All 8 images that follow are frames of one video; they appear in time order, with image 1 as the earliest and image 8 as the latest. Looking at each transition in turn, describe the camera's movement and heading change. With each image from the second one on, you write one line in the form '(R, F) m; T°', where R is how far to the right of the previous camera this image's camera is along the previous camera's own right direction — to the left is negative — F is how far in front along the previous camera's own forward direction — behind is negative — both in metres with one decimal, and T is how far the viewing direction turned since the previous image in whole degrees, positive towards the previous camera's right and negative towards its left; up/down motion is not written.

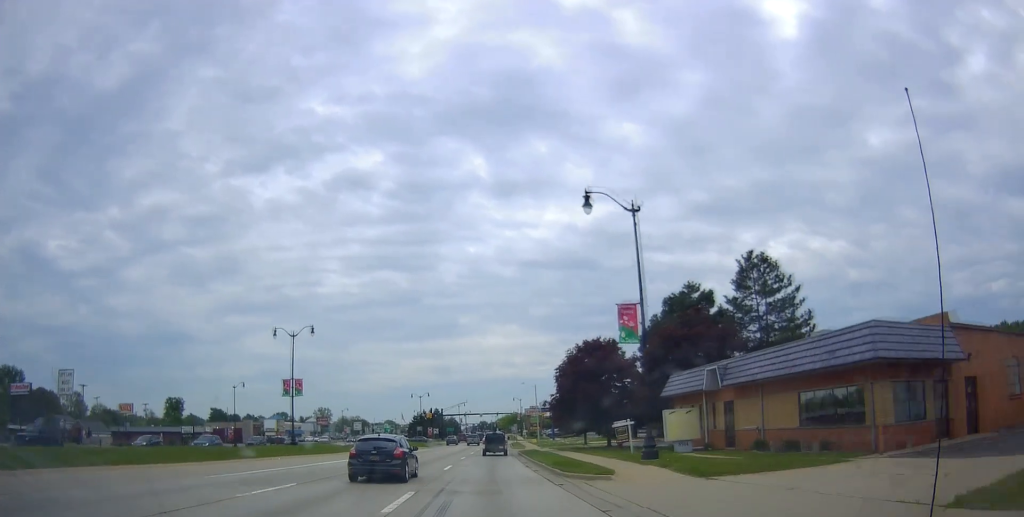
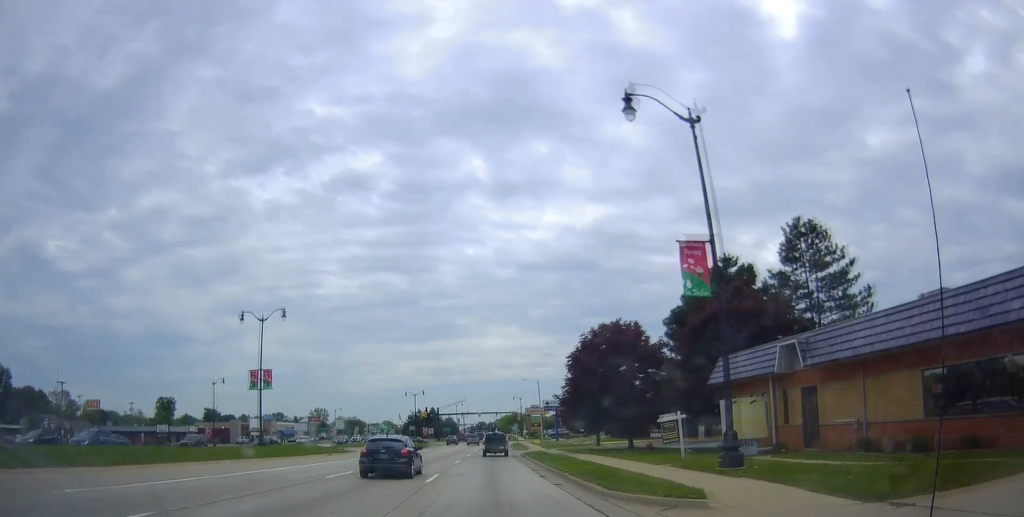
(+0.3, +7.6) m; +1°
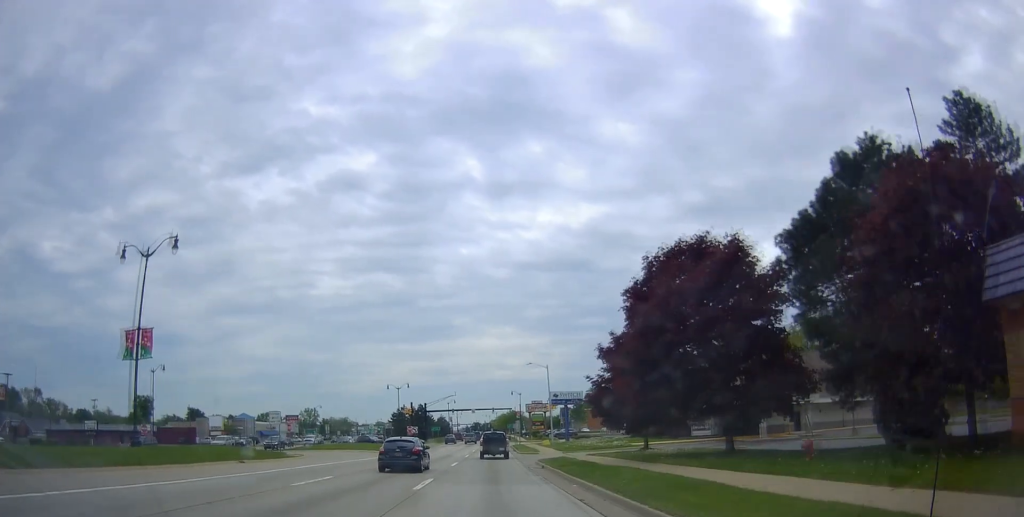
(+0.3, +16.8) m; 0°
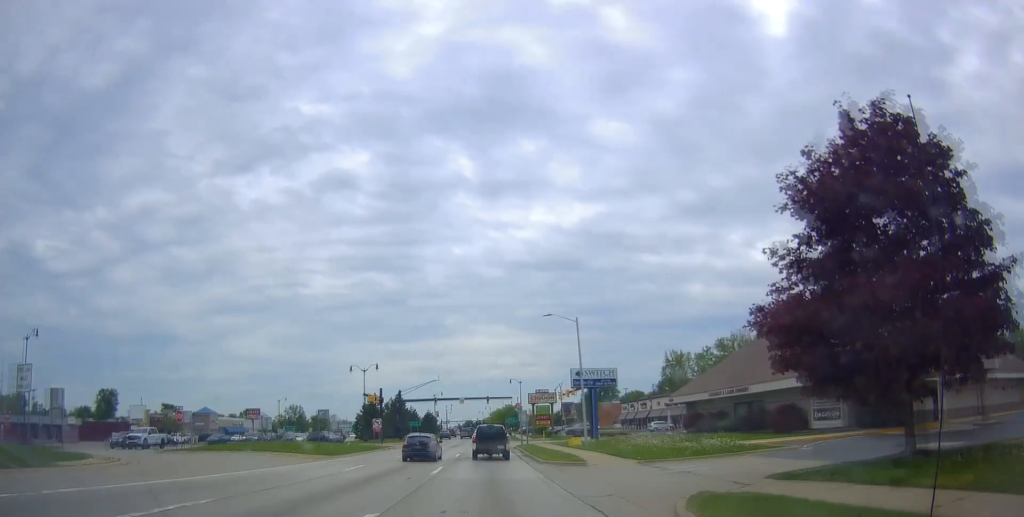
(-0.3, +25.3) m; -1°
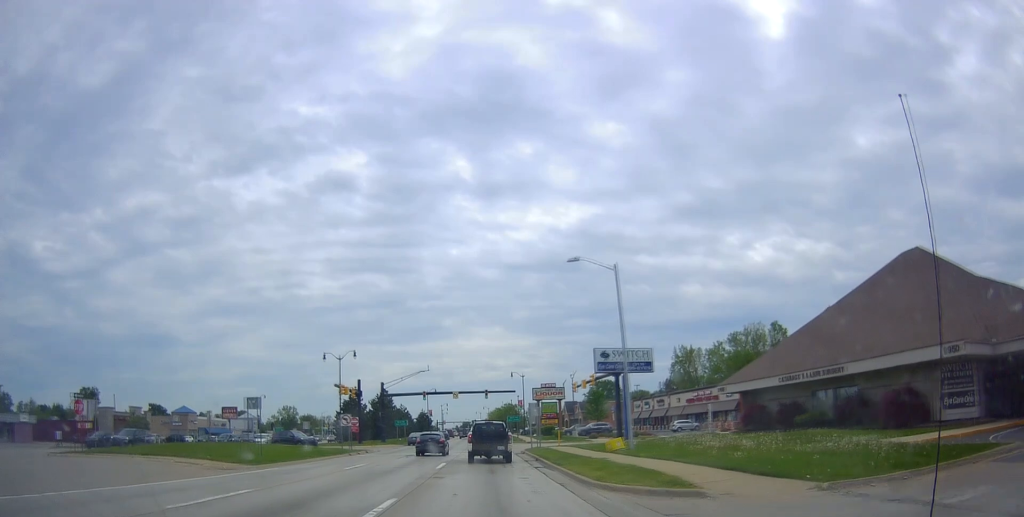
(-0.3, +13.3) m; -1°
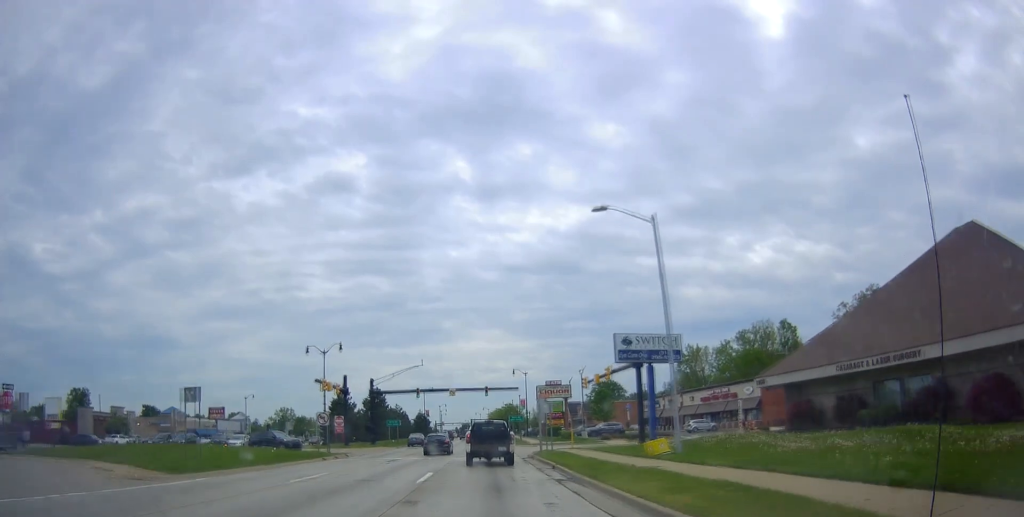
(0.0, +6.8) m; +1°
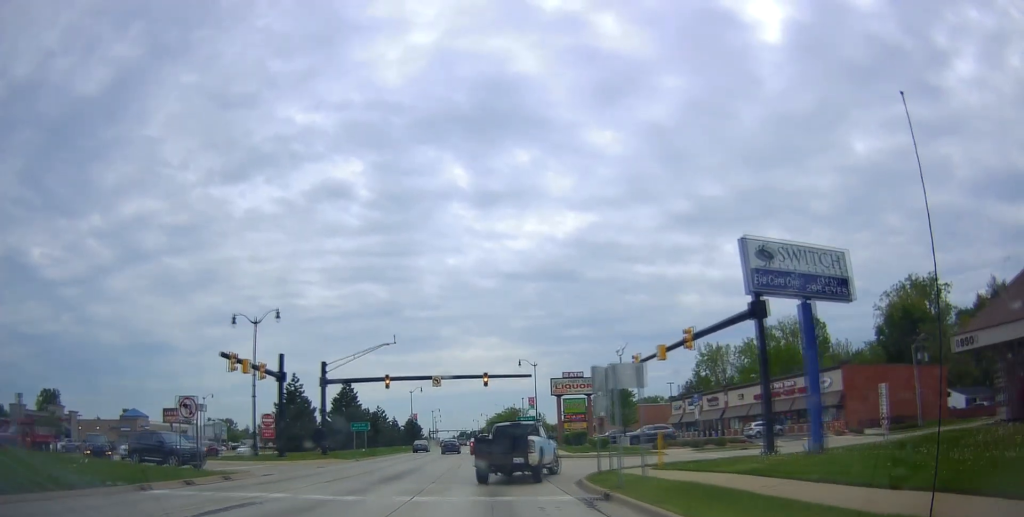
(+1.0, +19.5) m; +2°
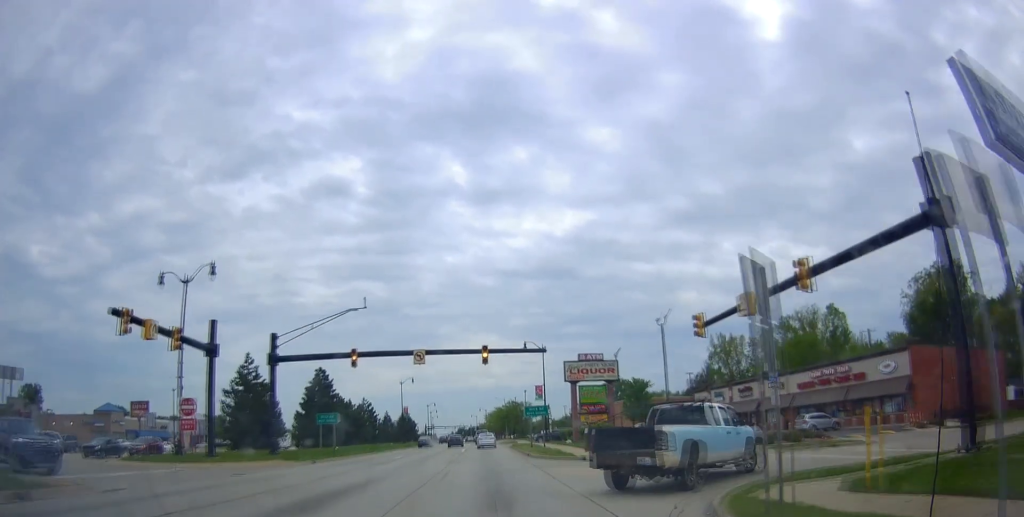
(-0.7, +10.9) m; -2°
